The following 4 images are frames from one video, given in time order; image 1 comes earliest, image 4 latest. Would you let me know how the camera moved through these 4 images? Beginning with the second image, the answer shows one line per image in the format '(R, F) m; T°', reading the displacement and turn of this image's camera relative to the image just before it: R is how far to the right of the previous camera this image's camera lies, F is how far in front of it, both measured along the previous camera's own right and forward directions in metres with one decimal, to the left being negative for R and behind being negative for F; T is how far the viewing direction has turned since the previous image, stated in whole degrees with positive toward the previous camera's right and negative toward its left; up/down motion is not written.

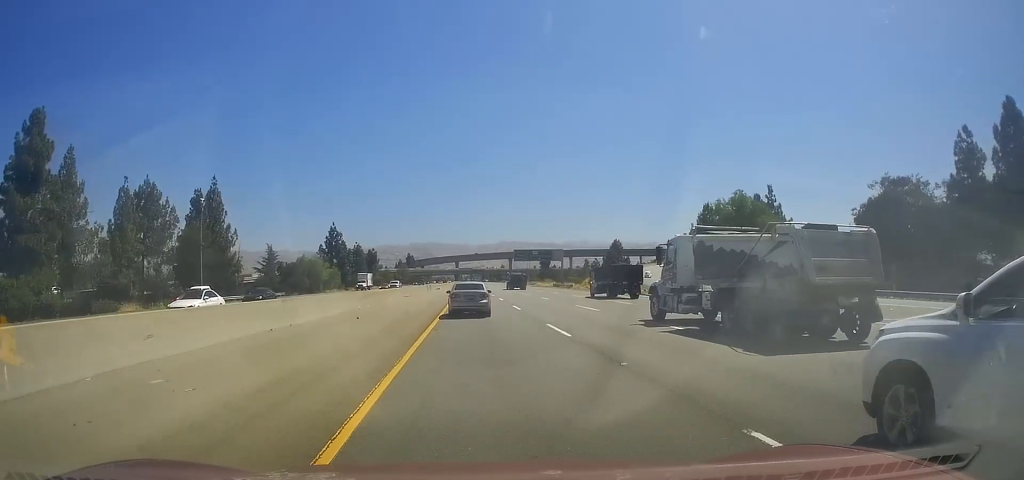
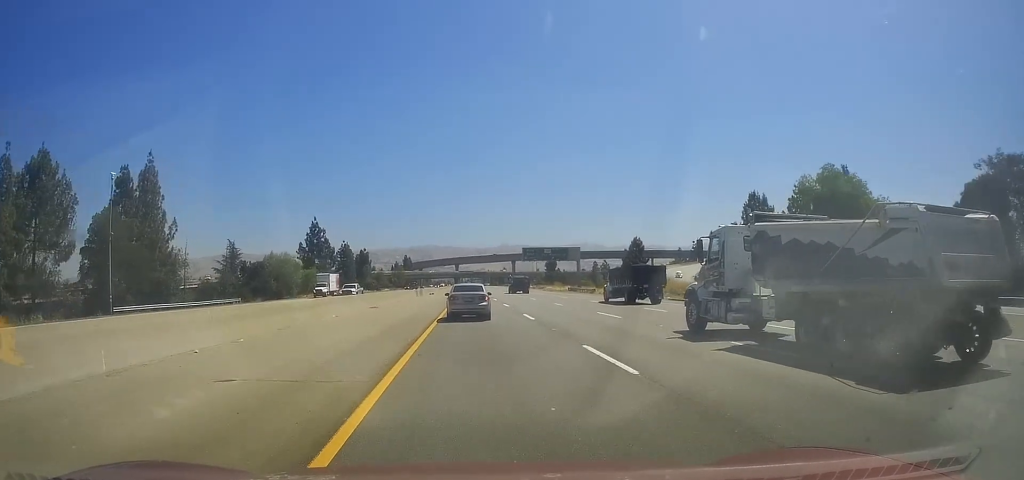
(+0.1, +20.7) m; 0°
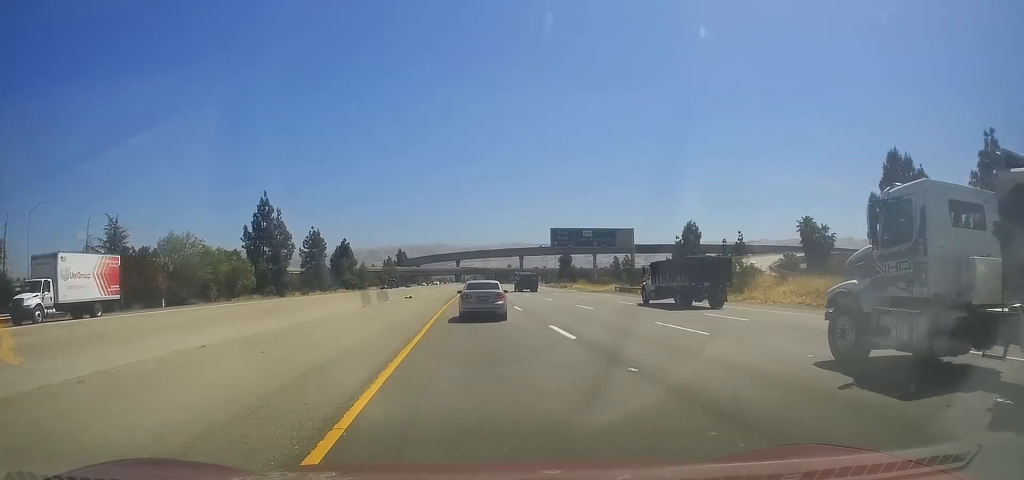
(0.0, +38.2) m; 0°
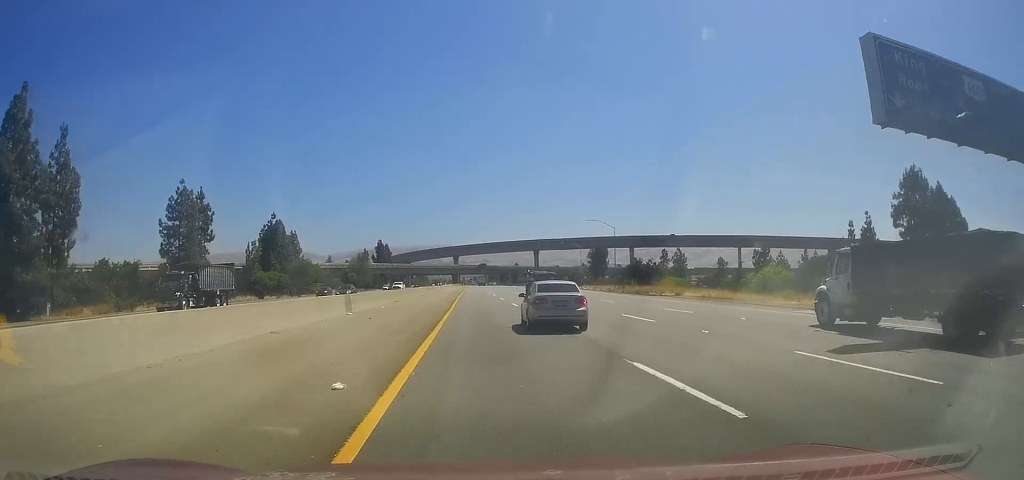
(-0.4, +66.6) m; -1°
